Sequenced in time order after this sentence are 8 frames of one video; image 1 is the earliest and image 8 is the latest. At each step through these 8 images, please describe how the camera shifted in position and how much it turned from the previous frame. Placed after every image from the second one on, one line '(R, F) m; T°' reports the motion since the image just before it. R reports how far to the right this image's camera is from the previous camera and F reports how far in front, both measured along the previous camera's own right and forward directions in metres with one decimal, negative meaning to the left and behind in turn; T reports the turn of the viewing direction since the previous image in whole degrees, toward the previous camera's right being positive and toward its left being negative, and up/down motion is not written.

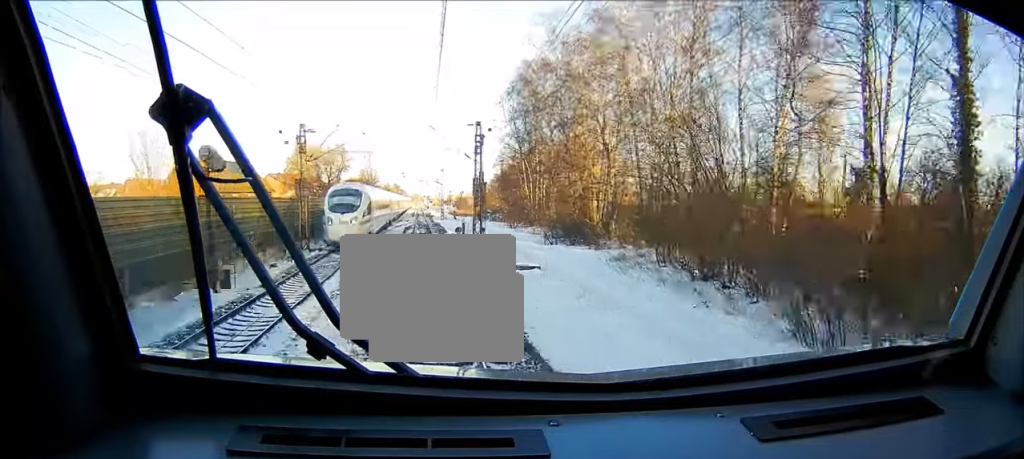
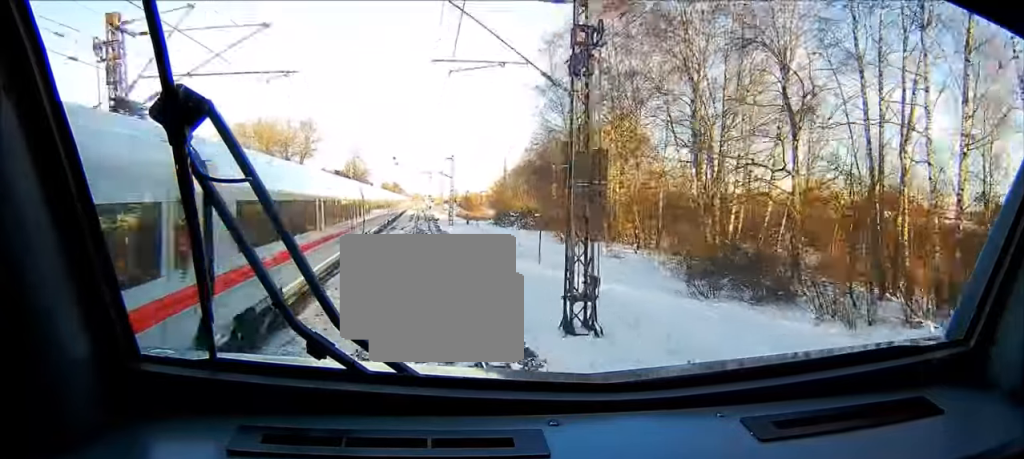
(-0.1, +29.3) m; 0°
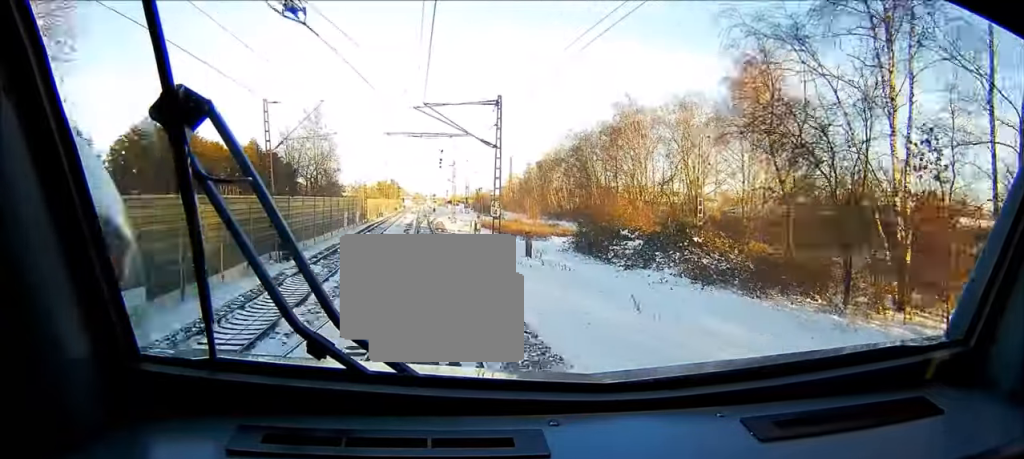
(-0.1, +47.6) m; 0°
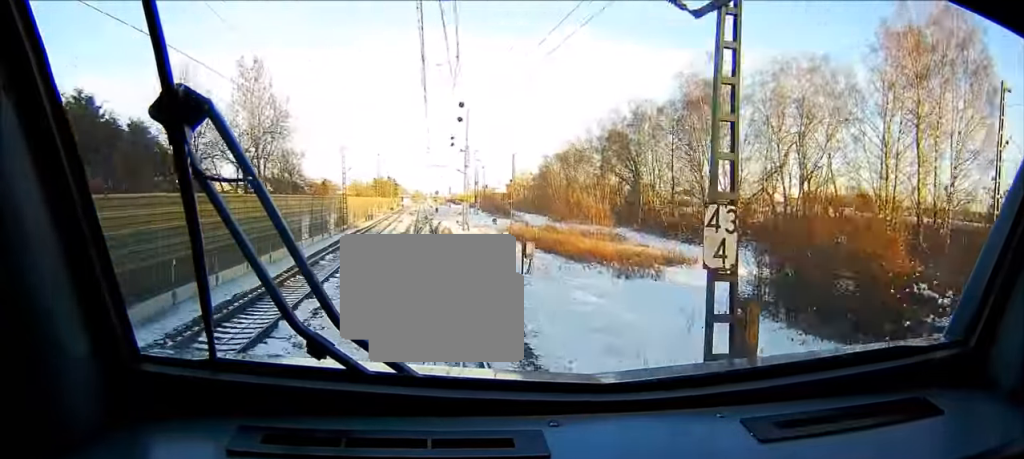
(0.0, +25.6) m; 0°
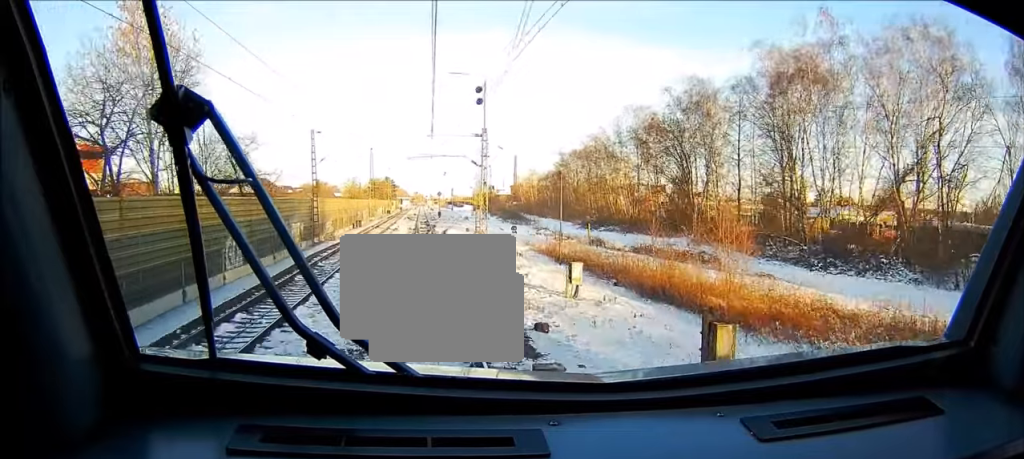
(0.0, +19.0) m; 0°
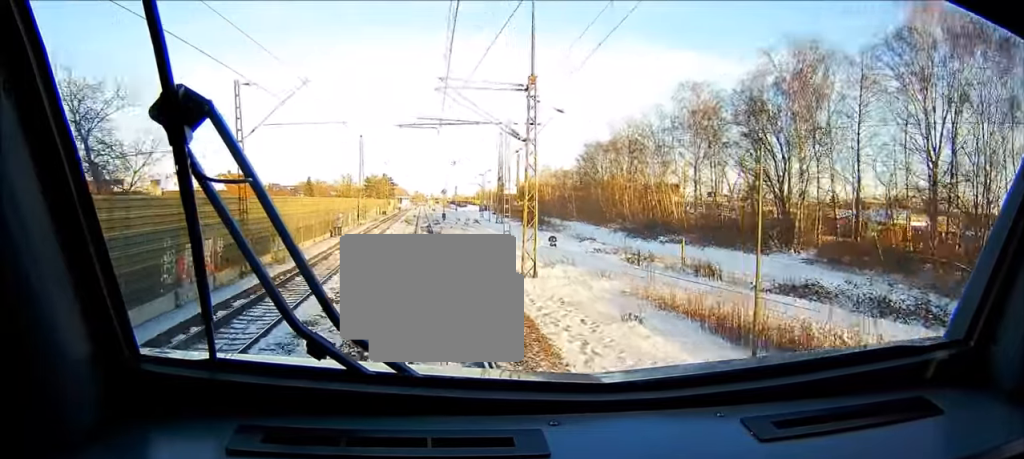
(0.0, +21.2) m; 0°
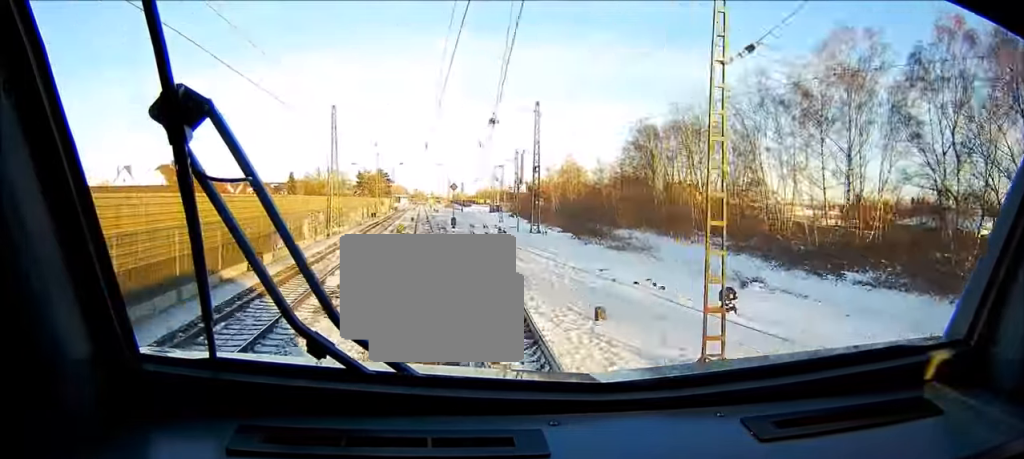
(0.0, +28.6) m; 0°
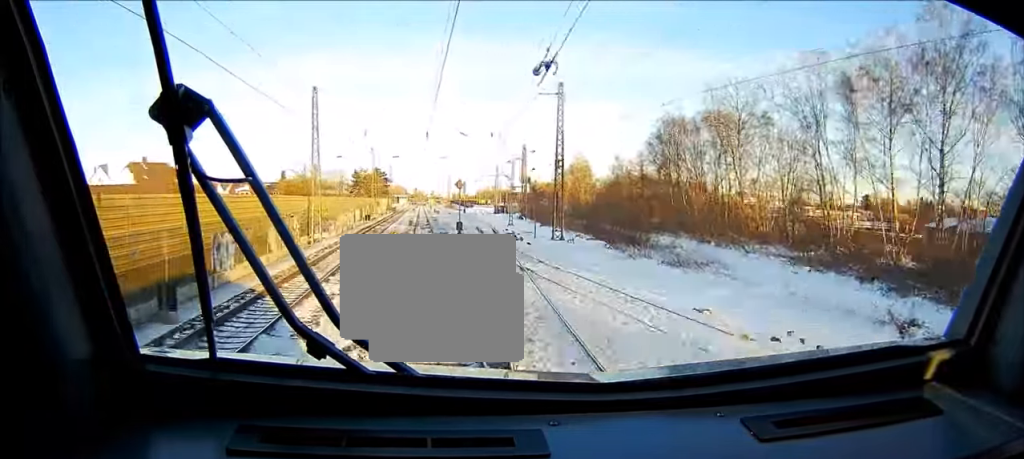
(0.0, +11.5) m; 0°
